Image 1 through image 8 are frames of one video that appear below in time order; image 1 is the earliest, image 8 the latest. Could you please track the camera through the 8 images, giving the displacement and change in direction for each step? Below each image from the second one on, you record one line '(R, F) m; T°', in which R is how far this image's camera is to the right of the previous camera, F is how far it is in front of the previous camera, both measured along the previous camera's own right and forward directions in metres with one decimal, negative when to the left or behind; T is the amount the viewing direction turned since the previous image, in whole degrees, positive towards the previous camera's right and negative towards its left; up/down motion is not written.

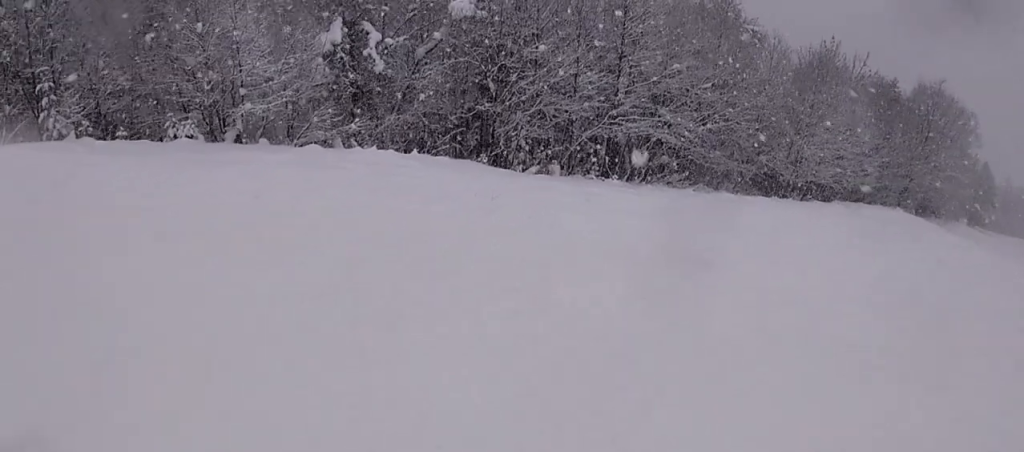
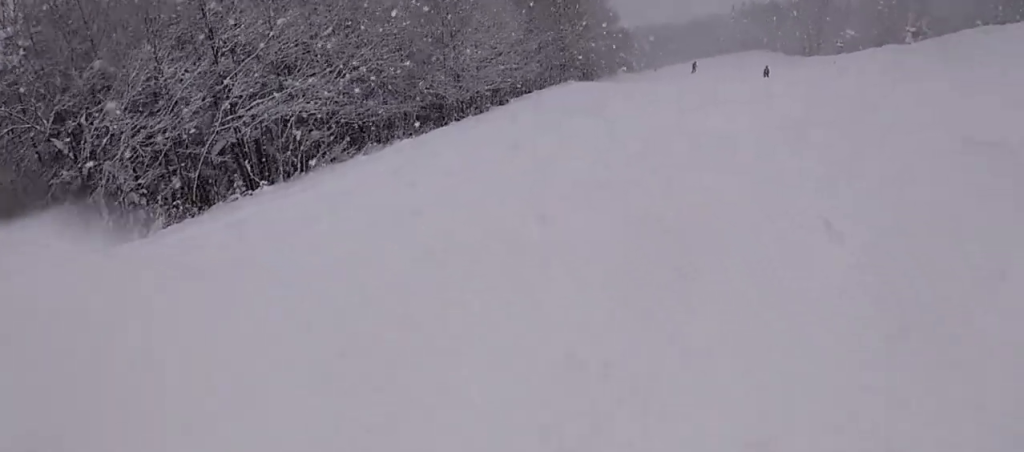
(+1.3, +4.9) m; +22°
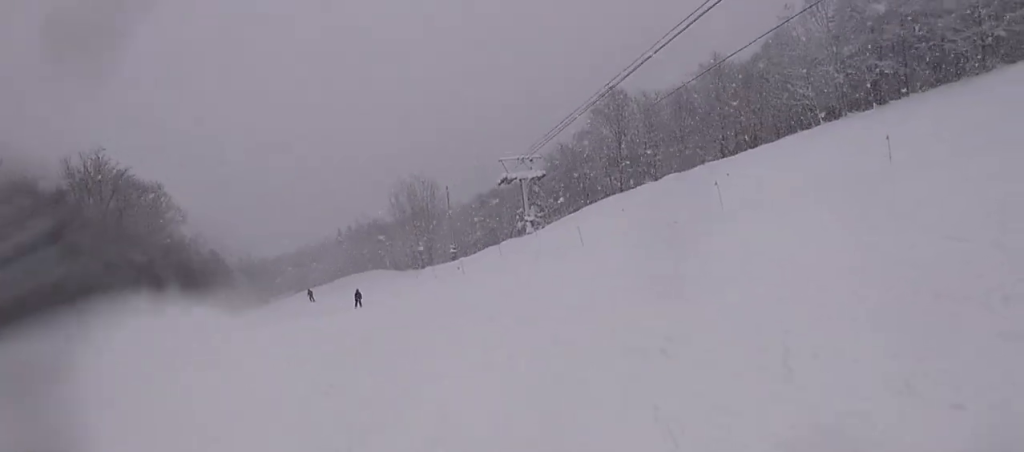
(+4.4, +11.3) m; +37°
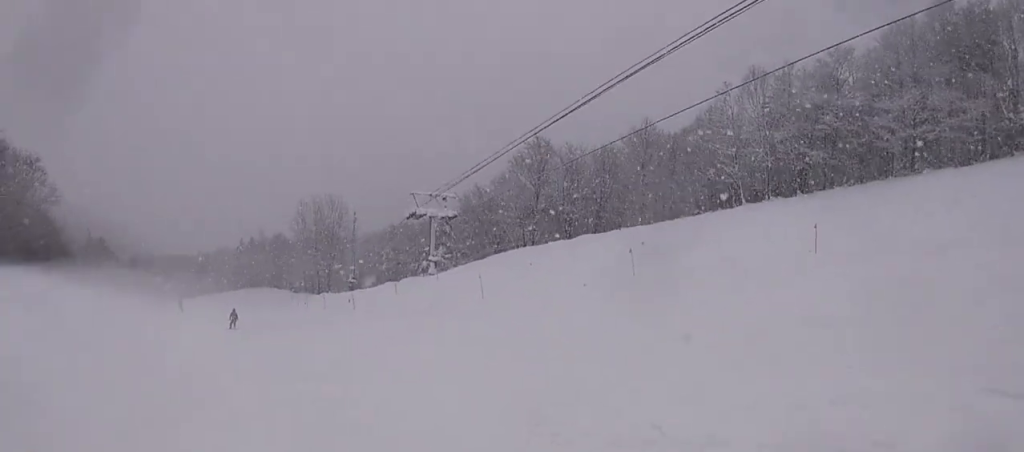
(+0.2, +2.9) m; -5°
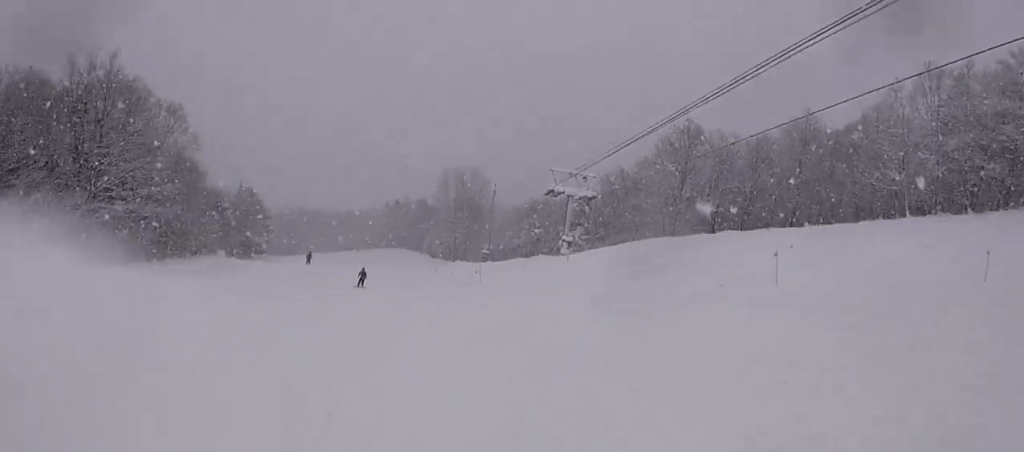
(-0.2, +1.8) m; -7°
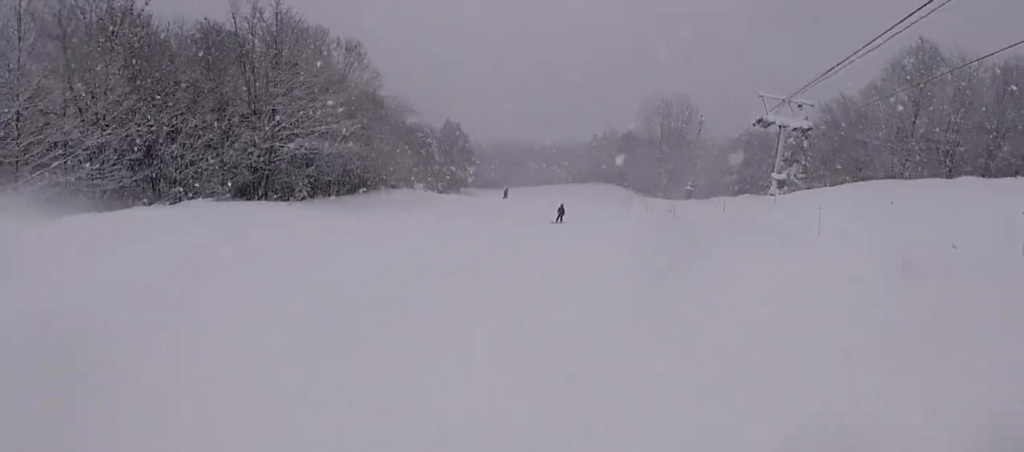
(-0.5, +3.3) m; -15°
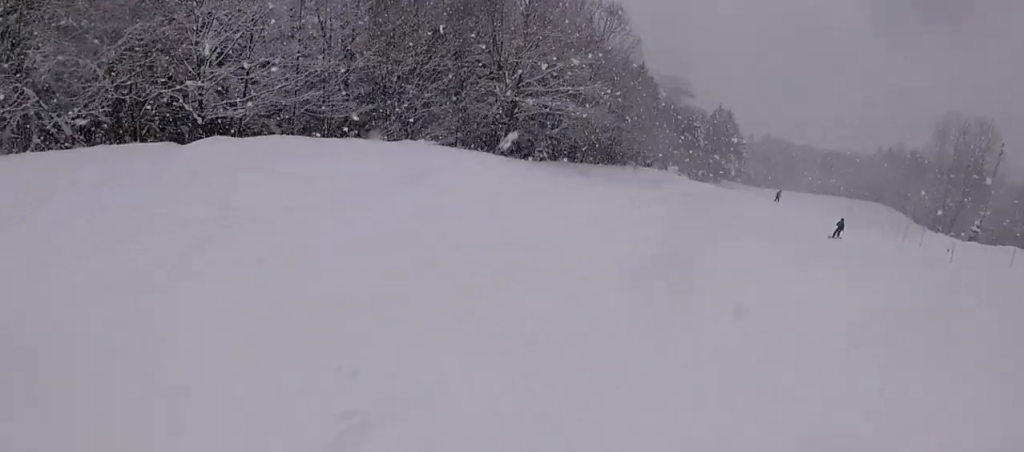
(-0.3, +3.0) m; -9°
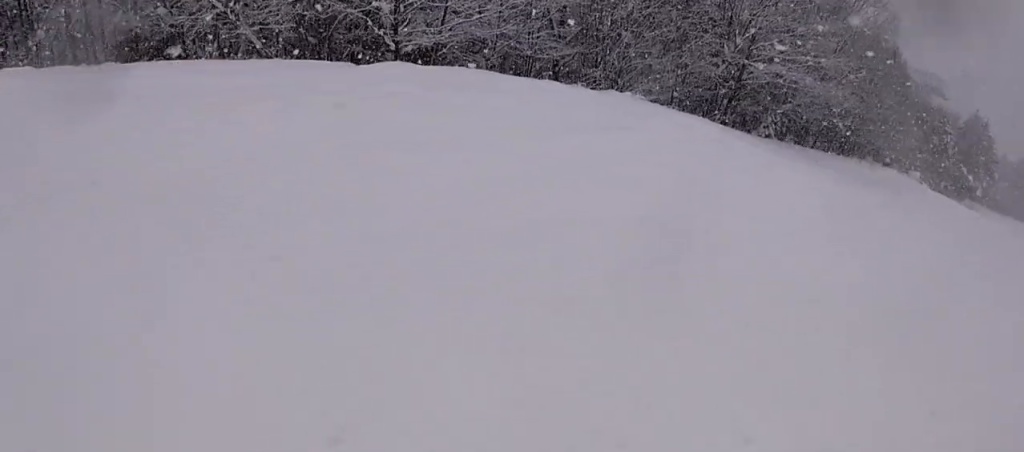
(-0.2, +2.2) m; -18°
